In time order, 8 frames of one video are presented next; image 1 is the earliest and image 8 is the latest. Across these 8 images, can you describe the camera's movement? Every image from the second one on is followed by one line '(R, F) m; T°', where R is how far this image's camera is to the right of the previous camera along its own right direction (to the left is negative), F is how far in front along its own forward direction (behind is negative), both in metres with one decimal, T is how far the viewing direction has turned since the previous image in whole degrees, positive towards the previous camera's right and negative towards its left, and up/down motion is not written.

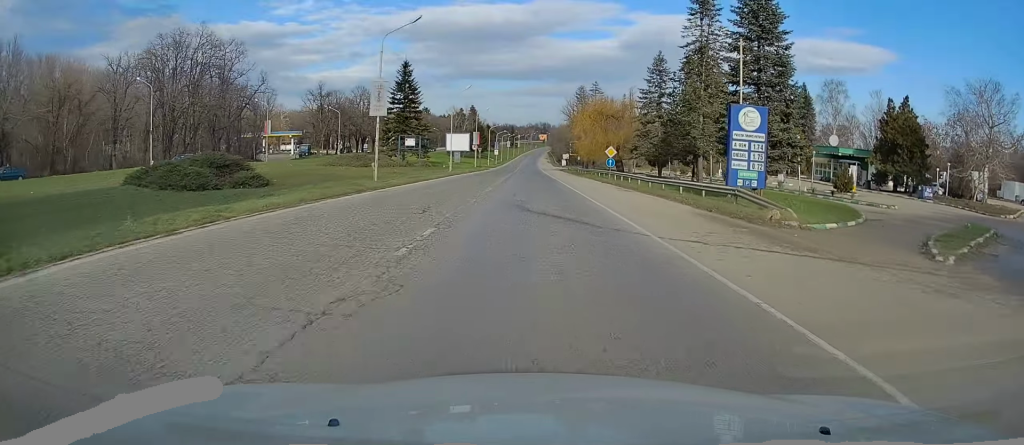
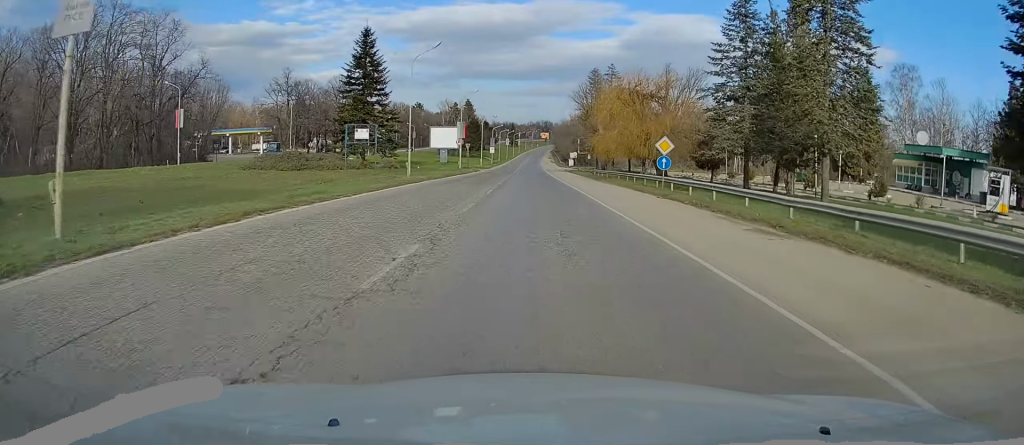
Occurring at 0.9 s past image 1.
(-0.1, +20.1) m; 0°
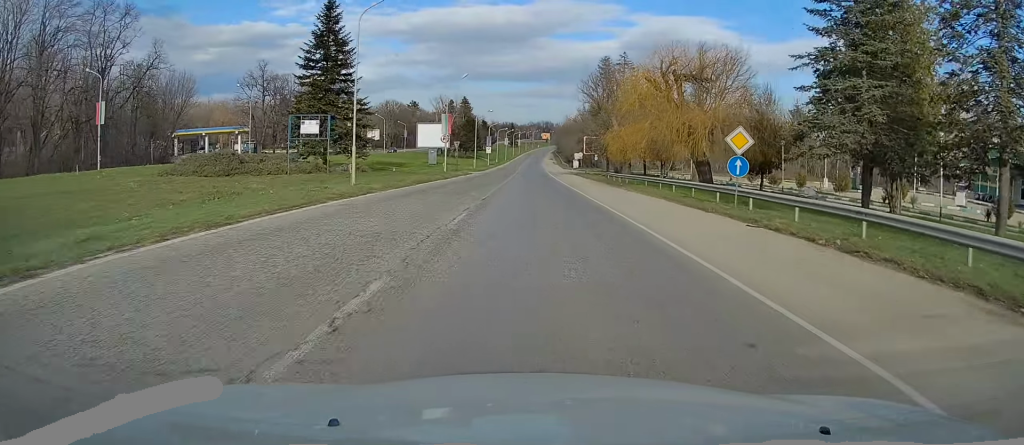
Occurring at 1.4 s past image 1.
(+0.1, +11.6) m; 0°
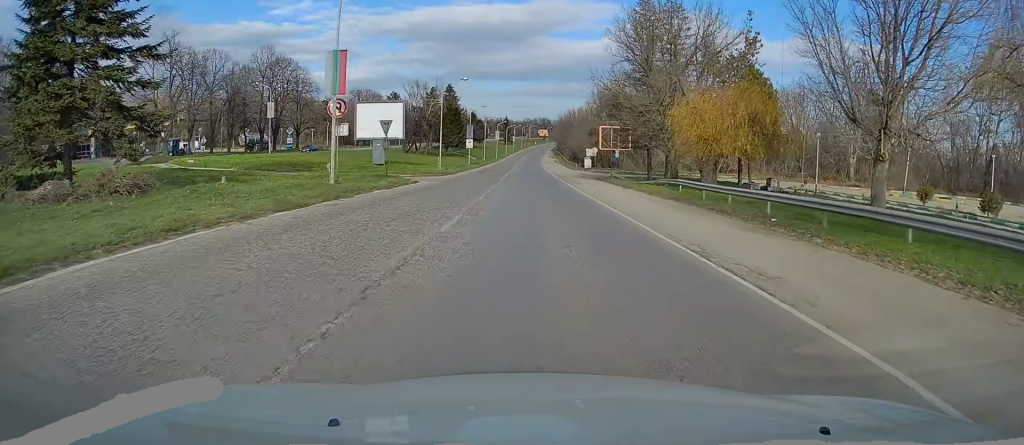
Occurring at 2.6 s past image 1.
(-0.1, +28.6) m; 0°
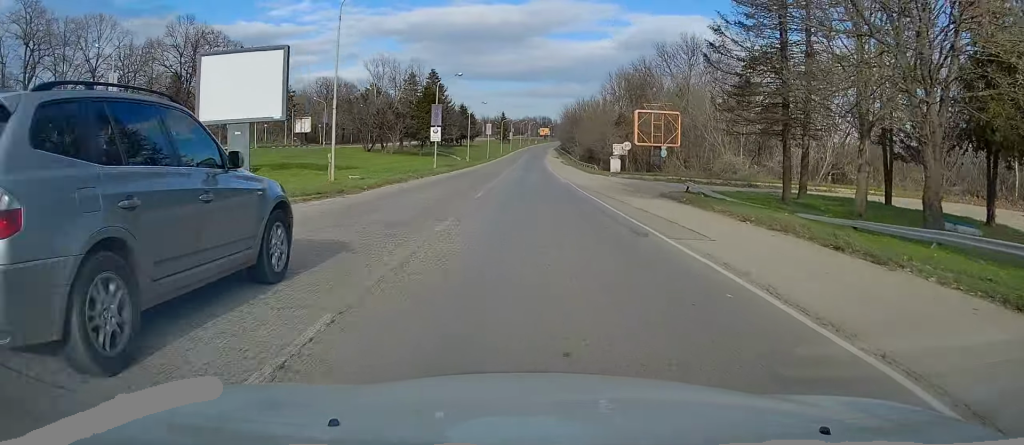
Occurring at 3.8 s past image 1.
(+0.3, +27.1) m; 0°
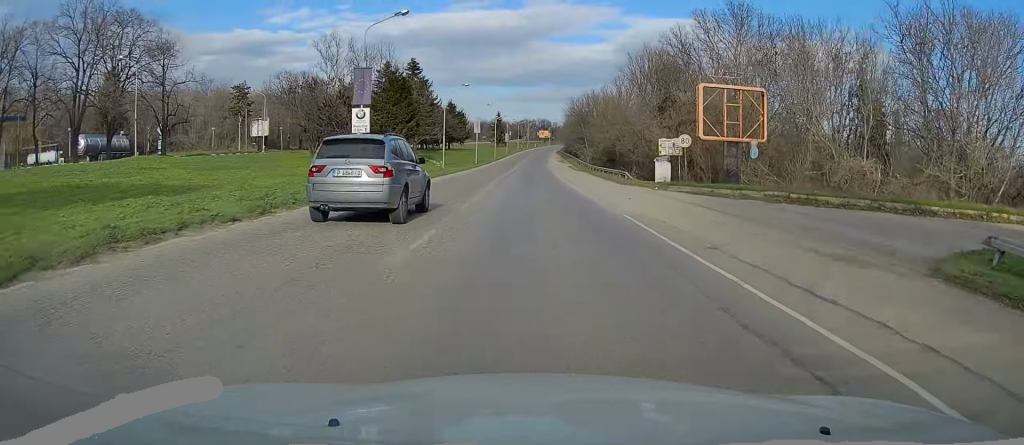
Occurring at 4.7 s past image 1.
(-0.1, +21.1) m; 0°
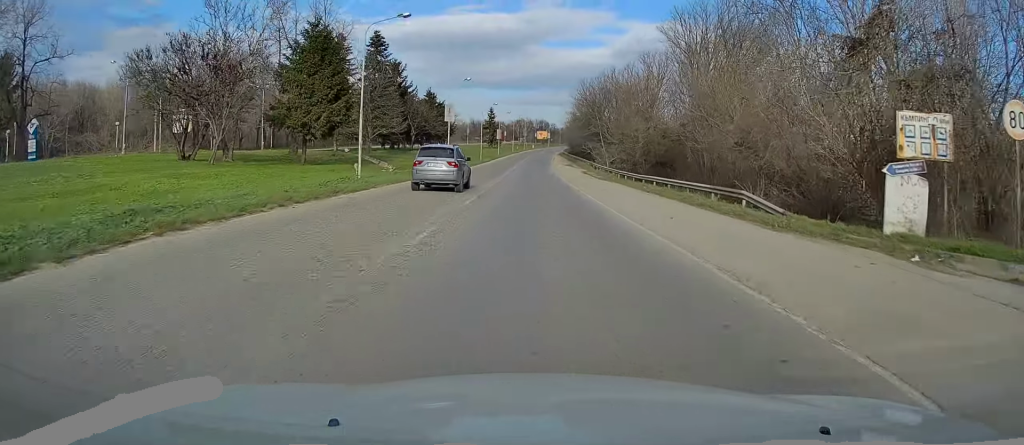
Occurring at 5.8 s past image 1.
(0.0, +25.8) m; +1°
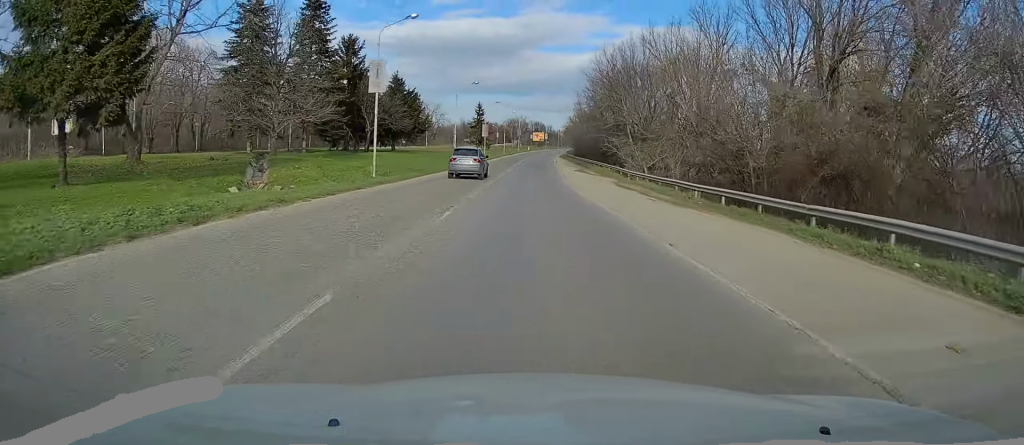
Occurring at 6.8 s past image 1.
(+0.4, +24.3) m; +1°
